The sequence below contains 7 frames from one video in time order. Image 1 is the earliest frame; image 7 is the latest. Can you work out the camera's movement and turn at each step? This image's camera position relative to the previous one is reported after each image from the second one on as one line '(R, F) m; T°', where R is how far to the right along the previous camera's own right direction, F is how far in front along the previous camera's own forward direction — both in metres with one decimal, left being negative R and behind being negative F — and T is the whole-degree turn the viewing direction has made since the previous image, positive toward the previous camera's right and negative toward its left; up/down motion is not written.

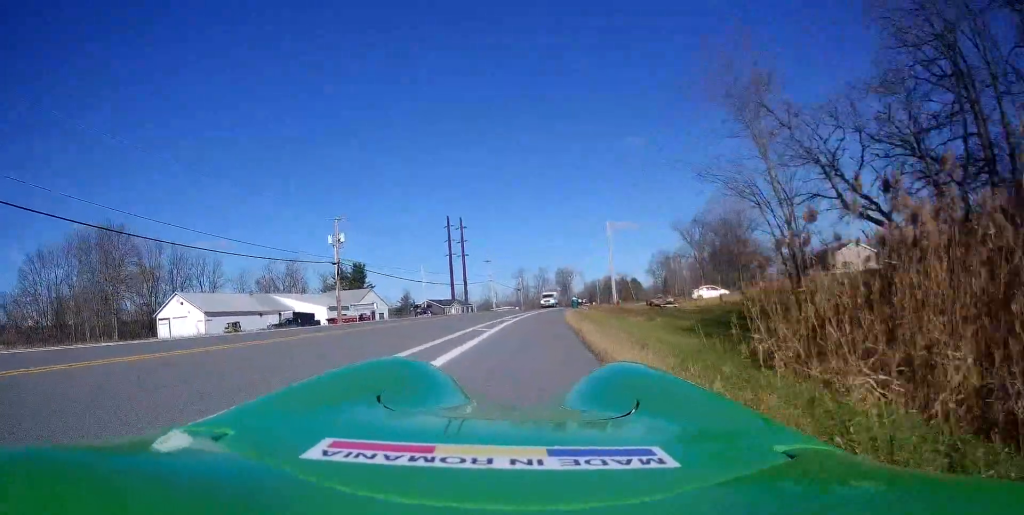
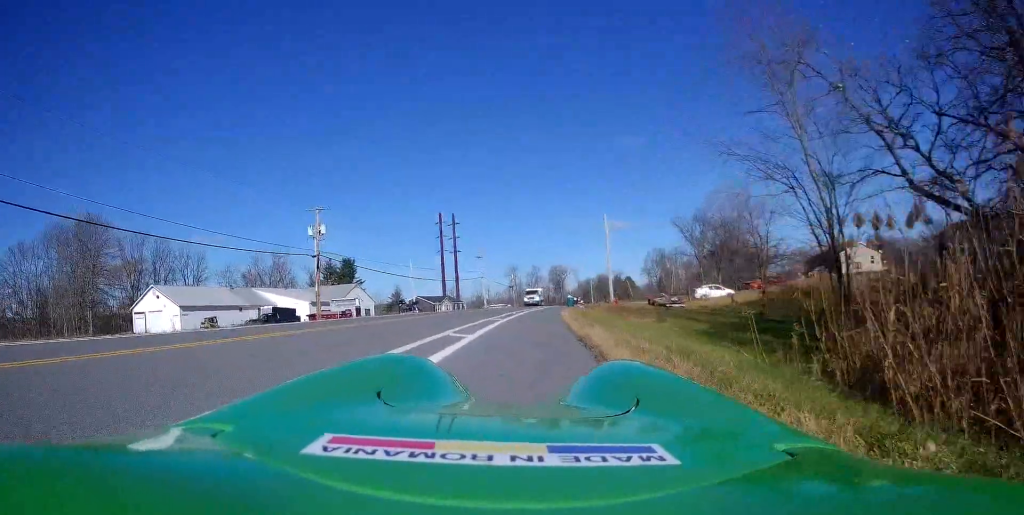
(+0.1, +3.6) m; +1°
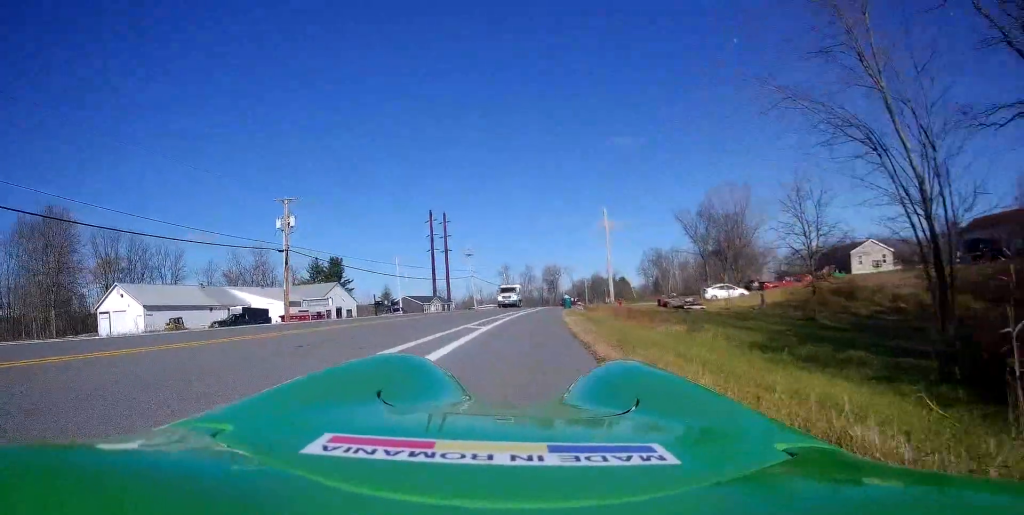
(+0.3, +5.8) m; 0°
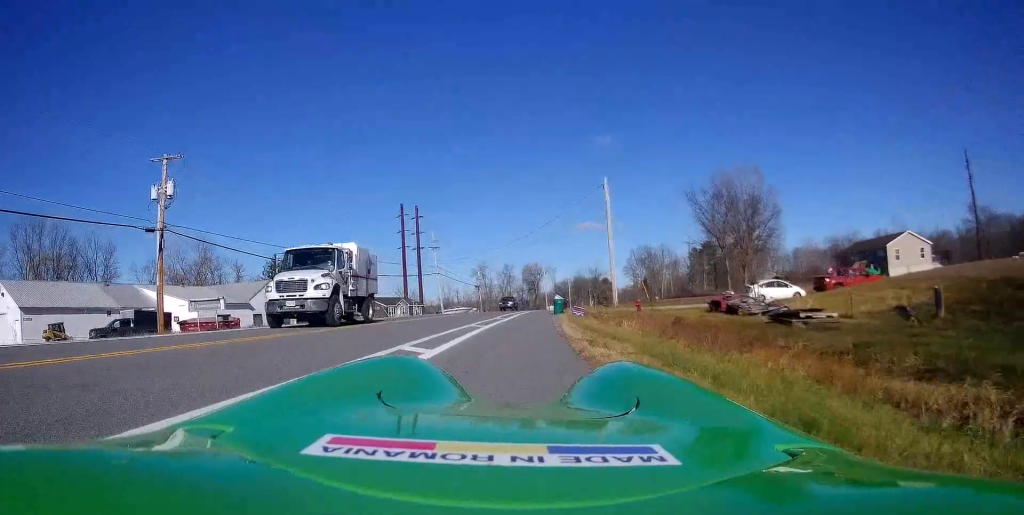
(-0.6, +15.4) m; 0°
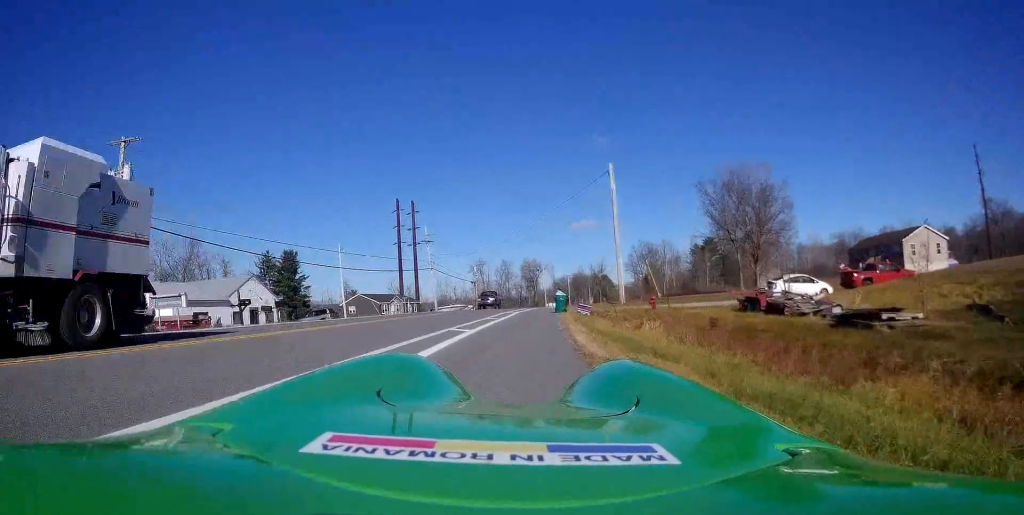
(0.0, +4.2) m; 0°
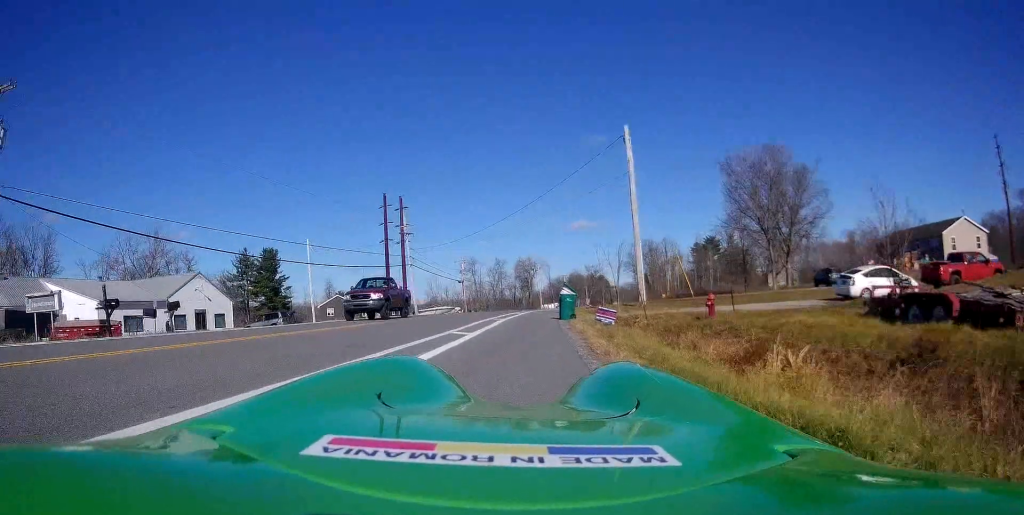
(-0.1, +9.7) m; -2°
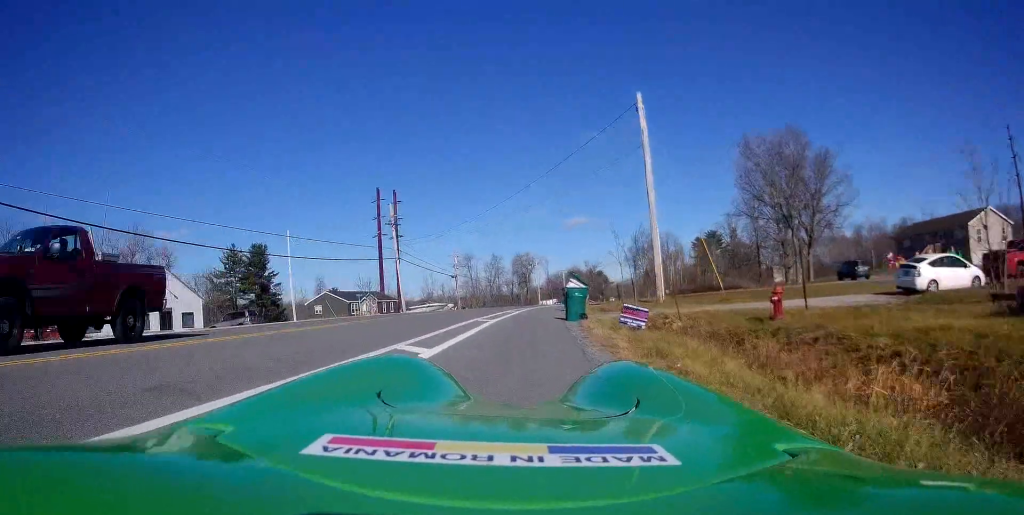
(-0.6, +5.2) m; +2°
